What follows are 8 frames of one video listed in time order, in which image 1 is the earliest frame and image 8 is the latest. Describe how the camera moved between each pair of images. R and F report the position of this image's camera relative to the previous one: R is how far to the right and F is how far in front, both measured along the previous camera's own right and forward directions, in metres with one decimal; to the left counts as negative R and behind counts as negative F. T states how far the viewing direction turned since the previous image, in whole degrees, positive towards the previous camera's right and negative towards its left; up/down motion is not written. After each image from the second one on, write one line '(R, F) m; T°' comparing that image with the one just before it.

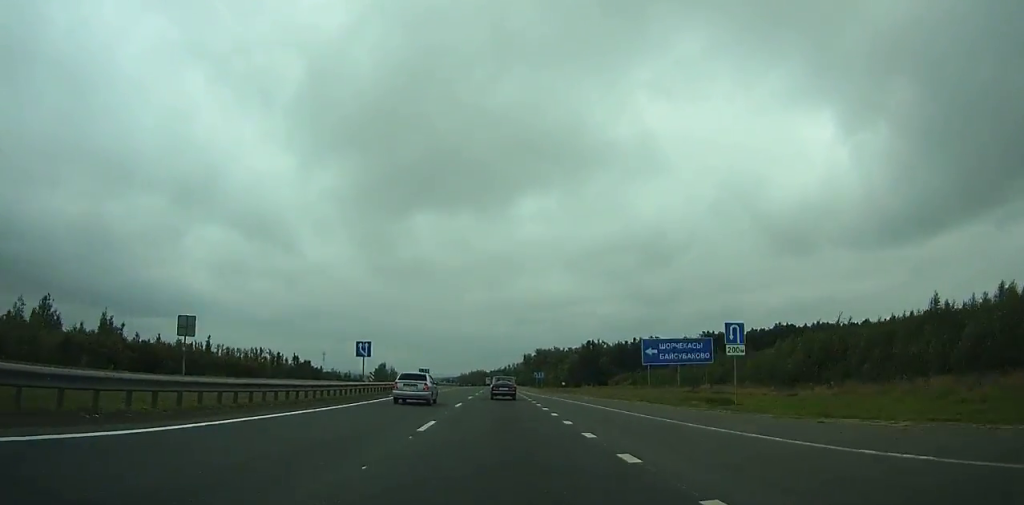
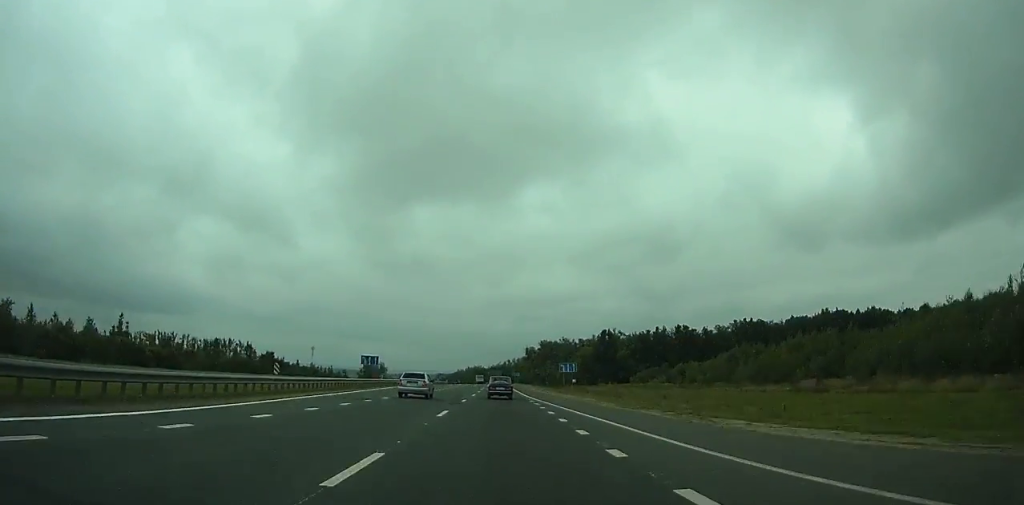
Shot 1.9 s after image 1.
(+0.1, +44.1) m; 0°
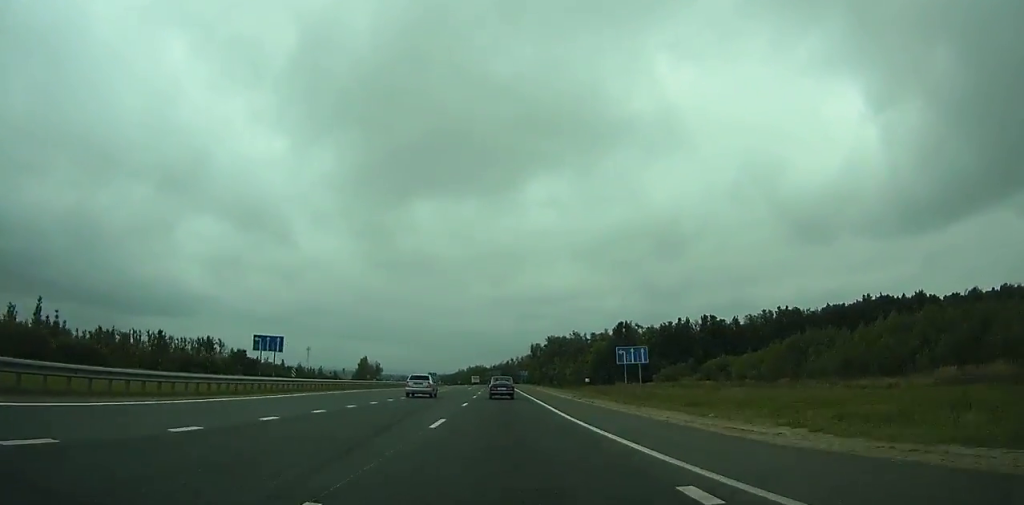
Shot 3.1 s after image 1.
(+0.1, +27.9) m; 0°
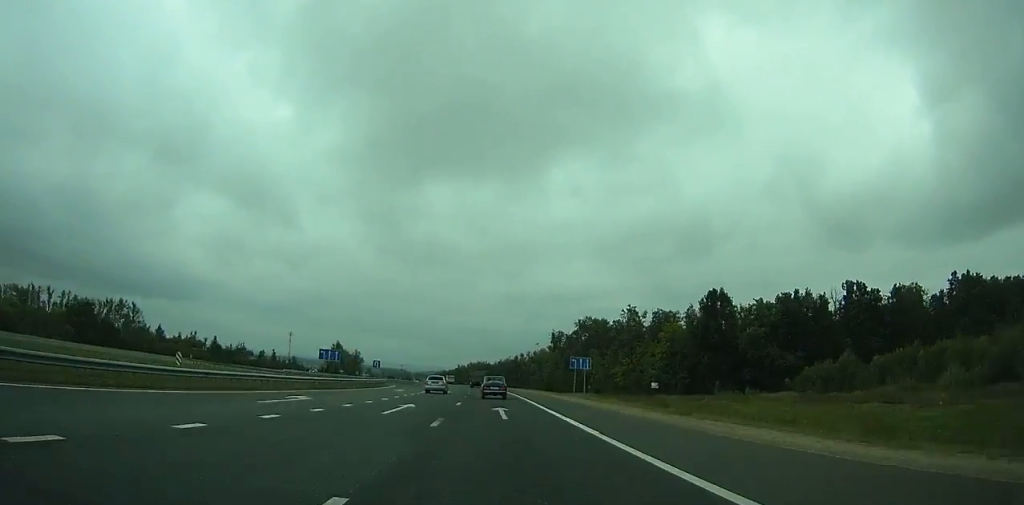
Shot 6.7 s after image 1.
(-0.2, +84.0) m; -1°
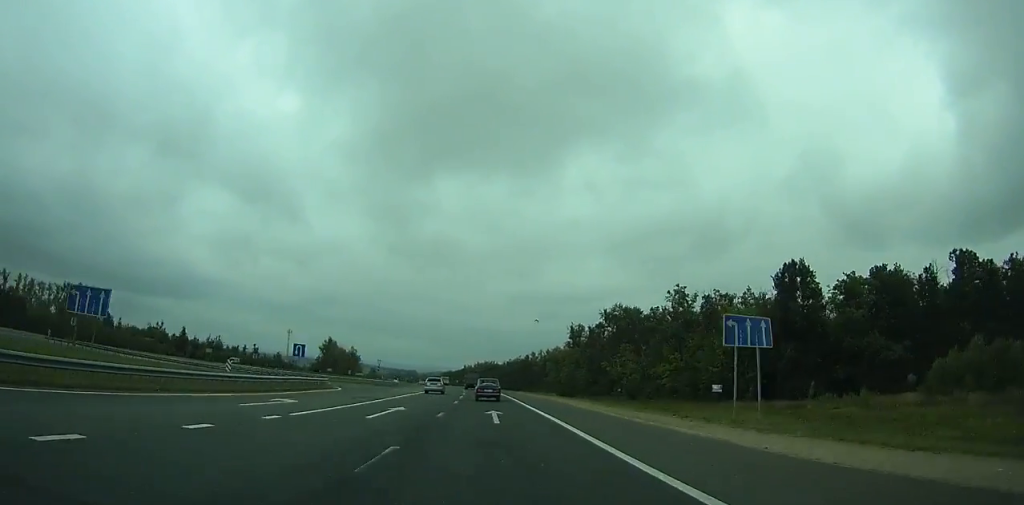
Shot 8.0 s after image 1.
(-0.2, +30.4) m; -1°
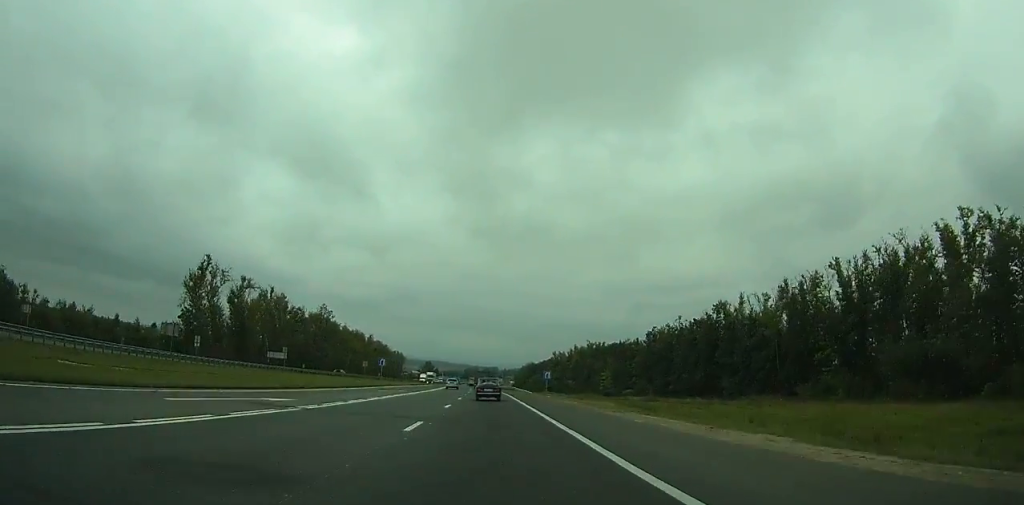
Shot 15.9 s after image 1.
(-9.8, +185.4) m; -7°
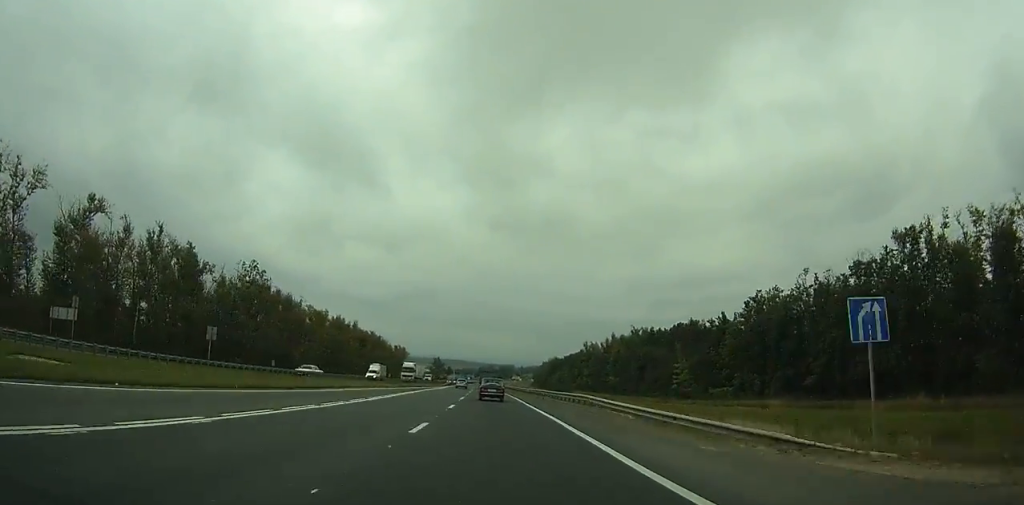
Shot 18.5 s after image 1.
(-1.4, +61.4) m; -2°
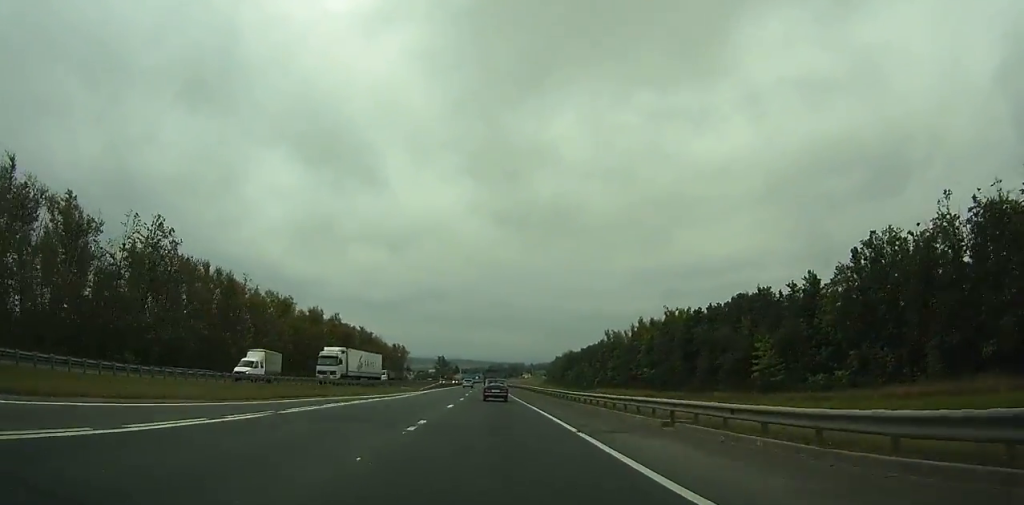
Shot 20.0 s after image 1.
(-0.5, +35.5) m; -1°
